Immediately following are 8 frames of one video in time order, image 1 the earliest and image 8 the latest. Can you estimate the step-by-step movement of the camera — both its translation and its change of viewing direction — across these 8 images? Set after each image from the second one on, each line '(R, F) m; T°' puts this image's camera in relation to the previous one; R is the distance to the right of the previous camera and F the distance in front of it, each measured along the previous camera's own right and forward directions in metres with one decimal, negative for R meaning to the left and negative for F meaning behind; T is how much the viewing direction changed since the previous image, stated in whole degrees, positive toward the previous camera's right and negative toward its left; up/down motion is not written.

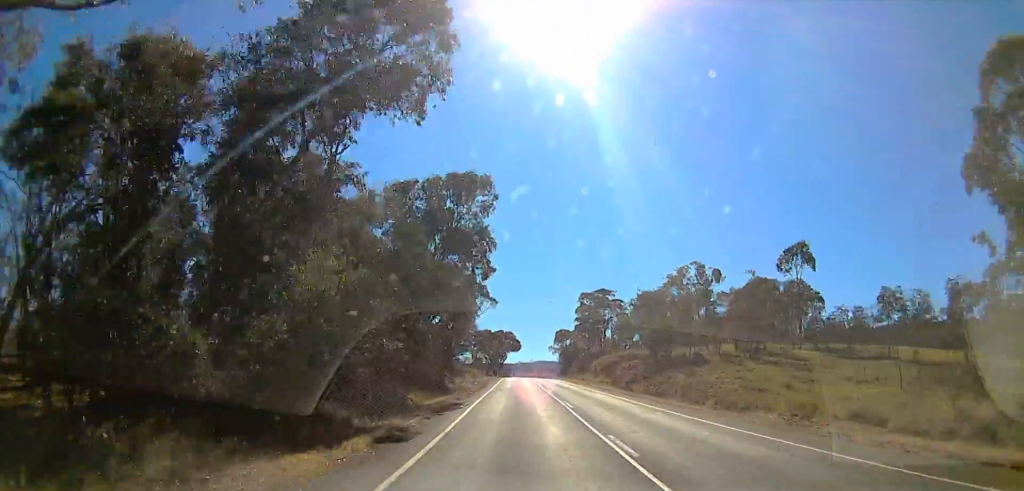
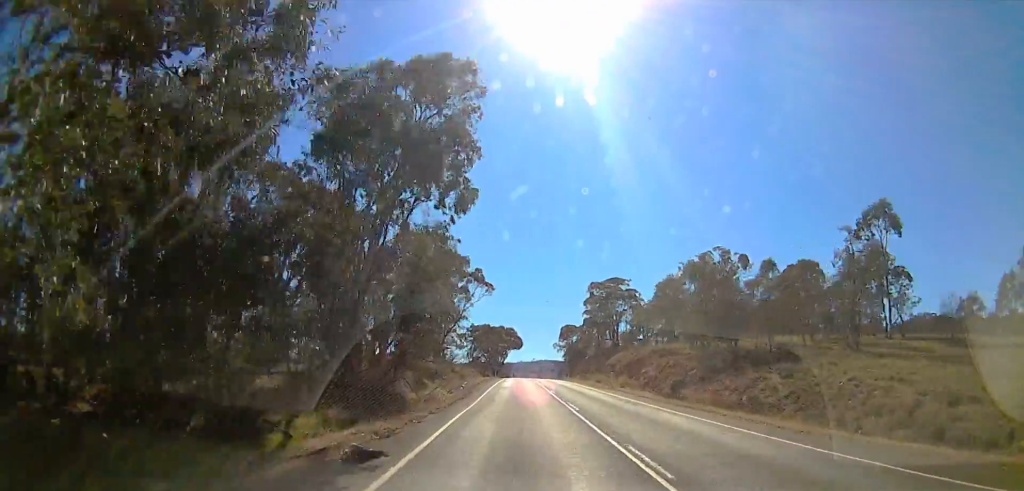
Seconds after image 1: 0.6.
(-0.2, +14.4) m; -2°
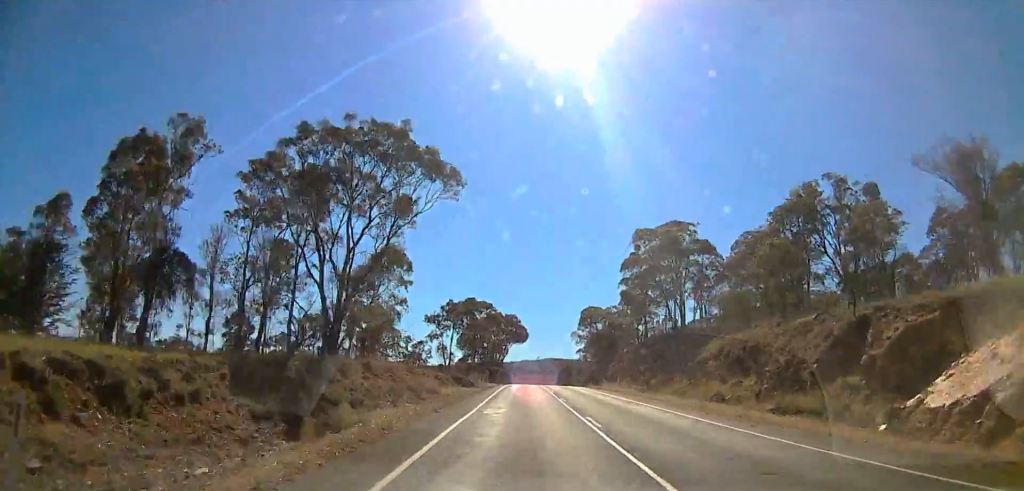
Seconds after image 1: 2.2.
(-1.4, +41.7) m; 0°
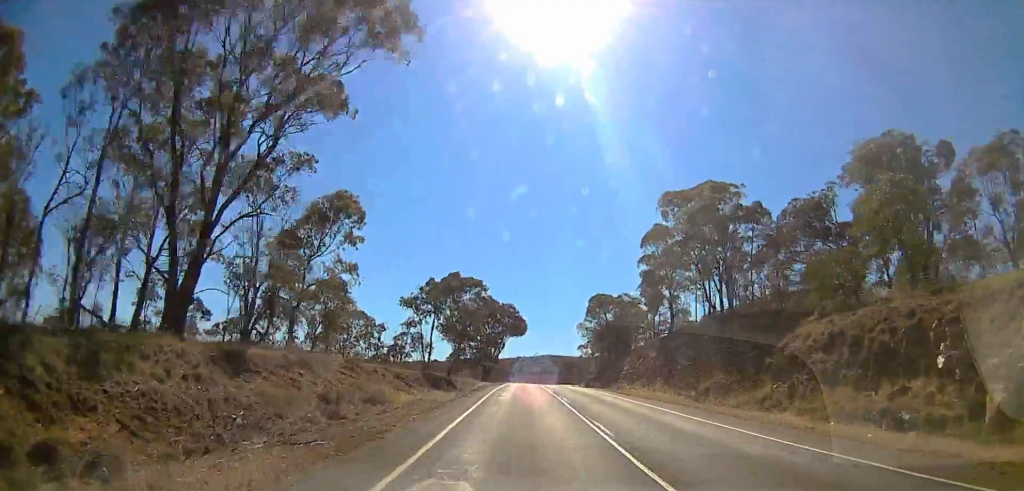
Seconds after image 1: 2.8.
(+0.3, +14.4) m; +1°
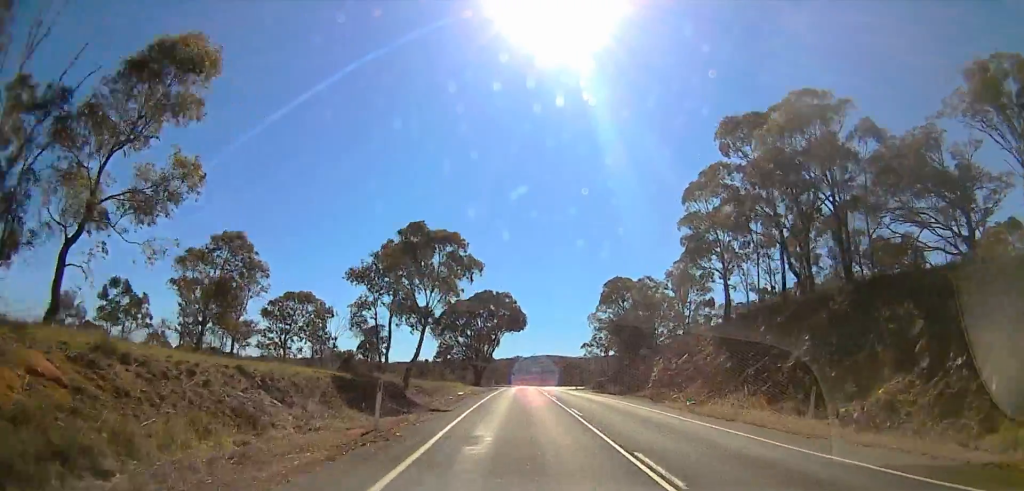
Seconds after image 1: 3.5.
(+0.3, +17.8) m; +1°
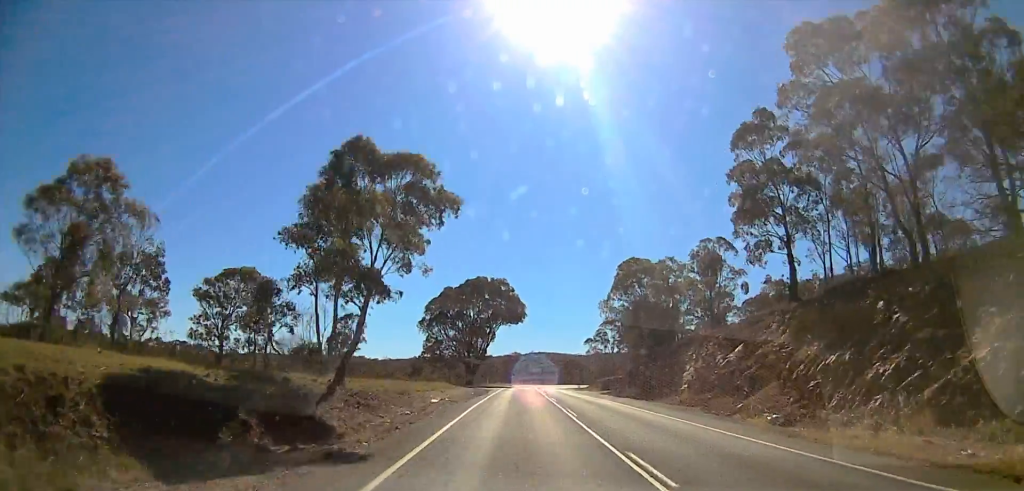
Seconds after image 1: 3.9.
(+0.1, +10.9) m; -1°
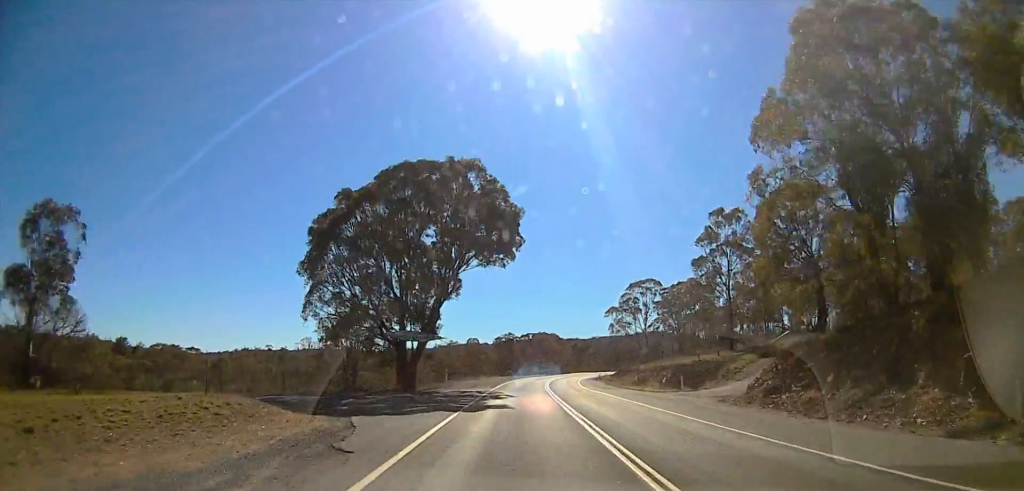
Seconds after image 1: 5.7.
(-1.4, +44.0) m; -2°
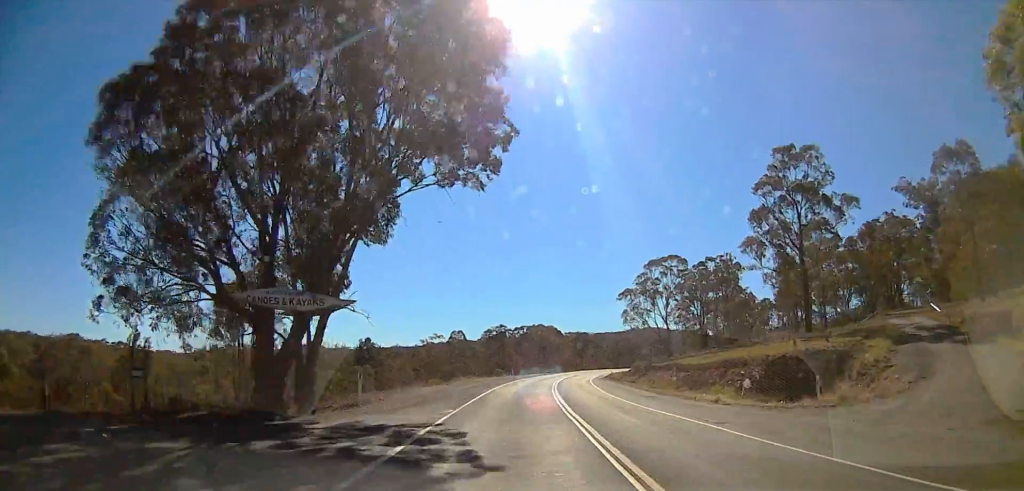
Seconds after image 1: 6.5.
(+0.1, +19.9) m; +2°
